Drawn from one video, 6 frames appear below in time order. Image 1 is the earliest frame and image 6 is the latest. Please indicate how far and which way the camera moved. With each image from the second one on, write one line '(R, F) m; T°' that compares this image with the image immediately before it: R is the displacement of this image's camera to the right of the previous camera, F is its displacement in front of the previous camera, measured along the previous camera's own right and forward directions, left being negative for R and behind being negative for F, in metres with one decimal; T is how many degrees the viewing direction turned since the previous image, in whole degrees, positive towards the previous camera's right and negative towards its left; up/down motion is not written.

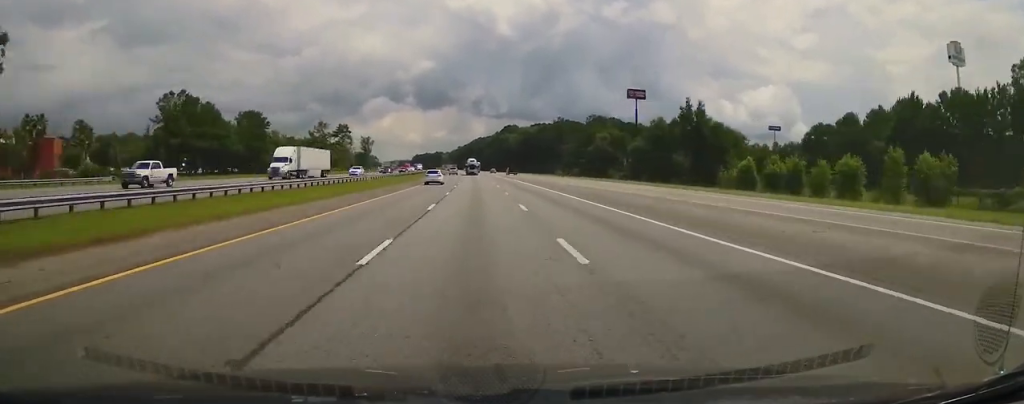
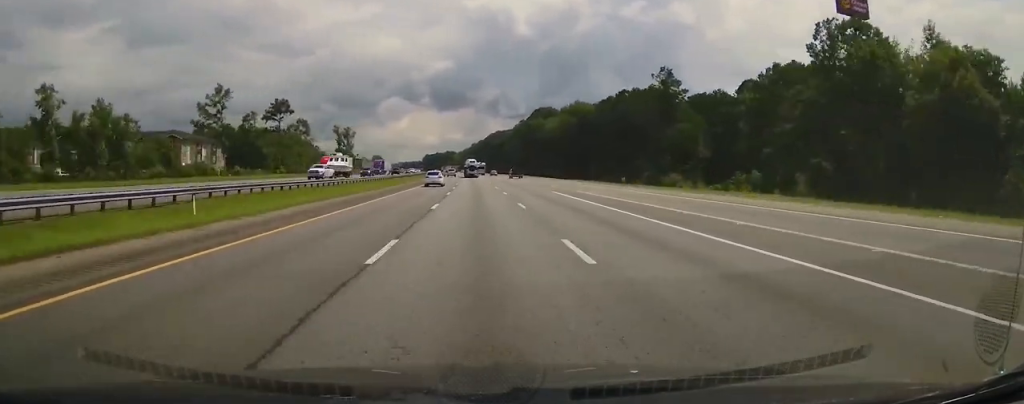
(-2.5, +110.9) m; -2°
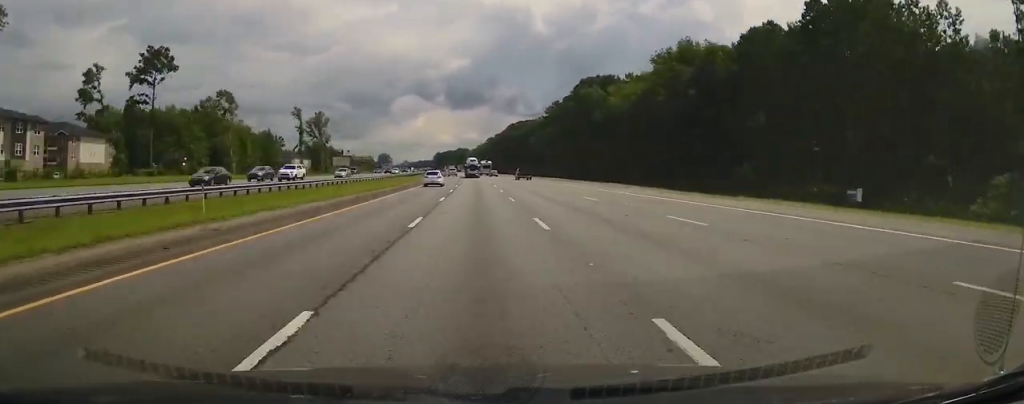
(-0.8, +81.4) m; -1°
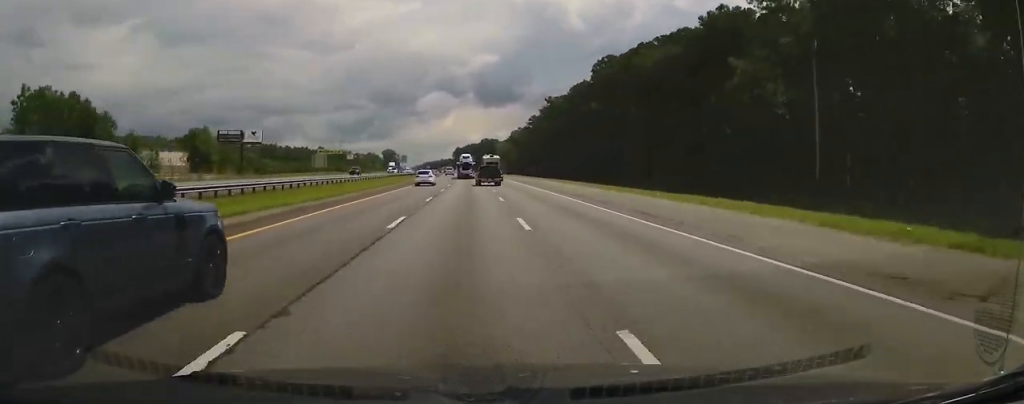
(-5.0, +198.4) m; -3°
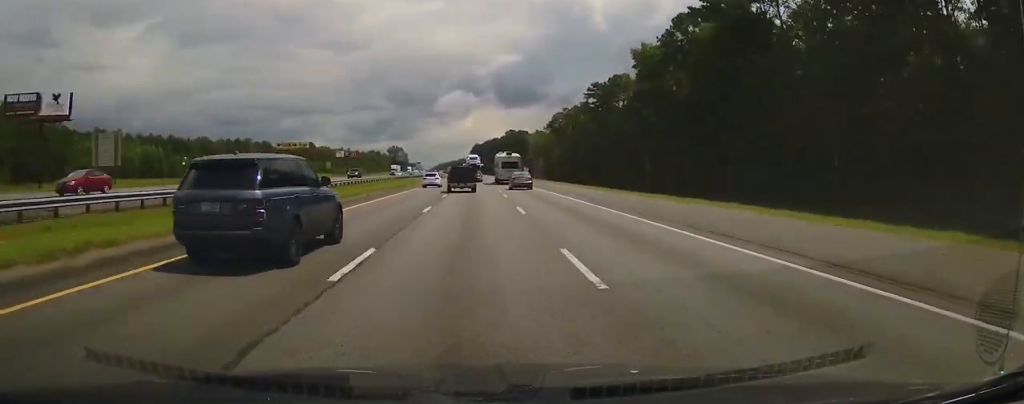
(-1.8, +107.5) m; -2°
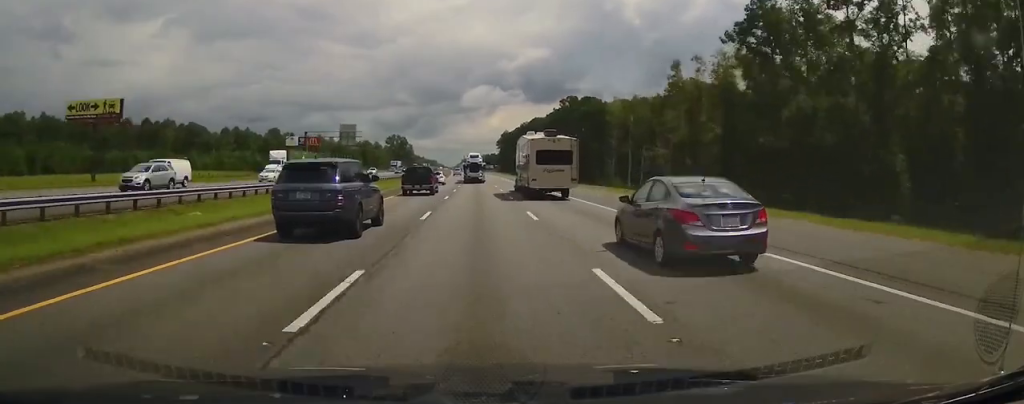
(-3.5, +153.0) m; -2°
